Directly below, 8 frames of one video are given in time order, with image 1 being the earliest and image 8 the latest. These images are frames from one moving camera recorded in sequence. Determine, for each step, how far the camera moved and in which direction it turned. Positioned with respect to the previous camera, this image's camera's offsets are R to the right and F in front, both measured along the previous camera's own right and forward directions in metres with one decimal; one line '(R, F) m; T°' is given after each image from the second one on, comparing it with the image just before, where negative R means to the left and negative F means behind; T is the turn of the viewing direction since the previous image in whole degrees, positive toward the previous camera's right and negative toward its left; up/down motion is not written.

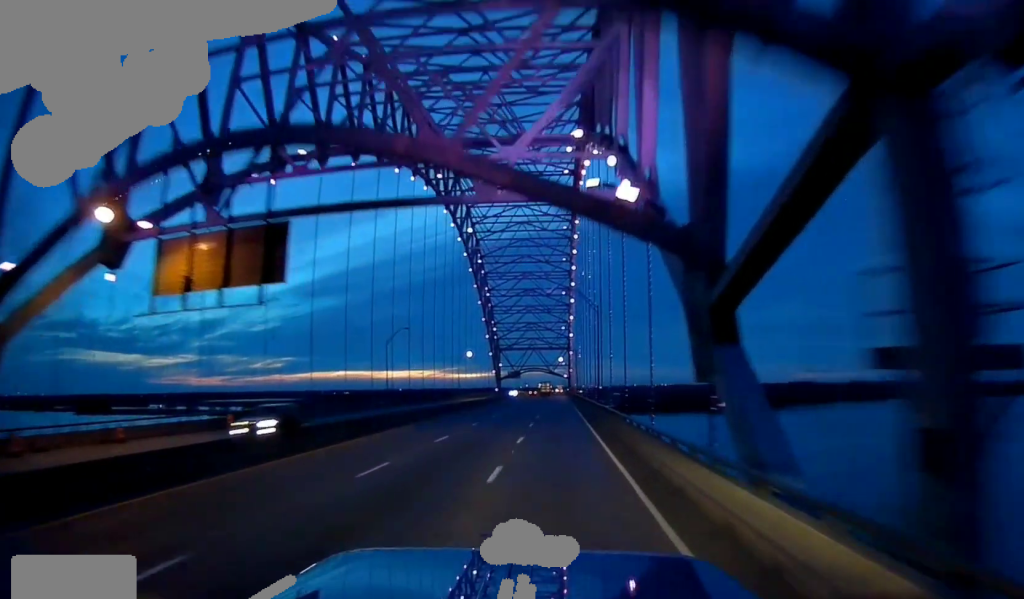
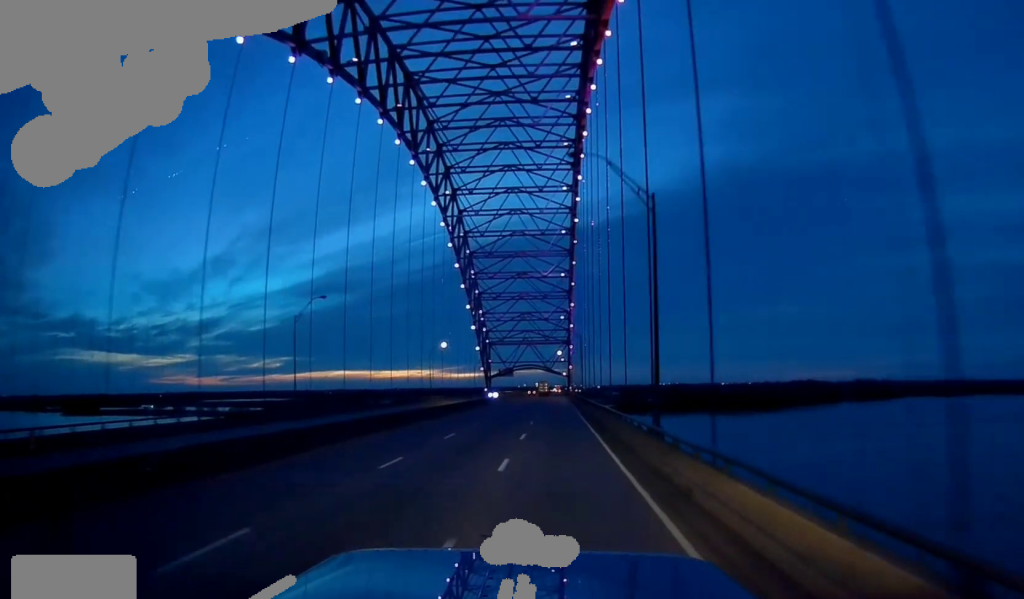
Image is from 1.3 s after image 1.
(-0.5, +34.2) m; -1°
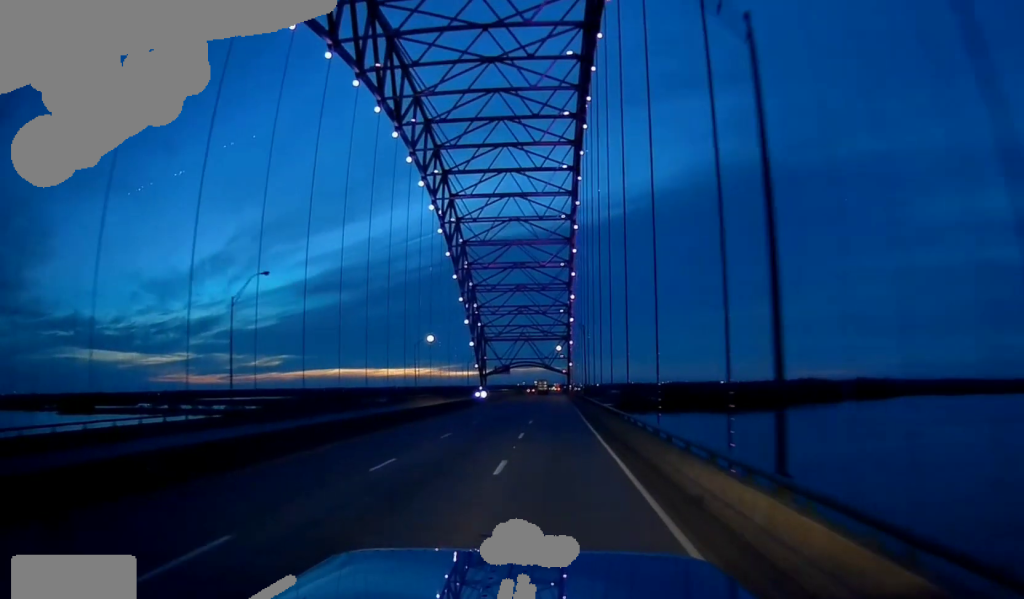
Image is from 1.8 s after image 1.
(0.0, +14.0) m; 0°
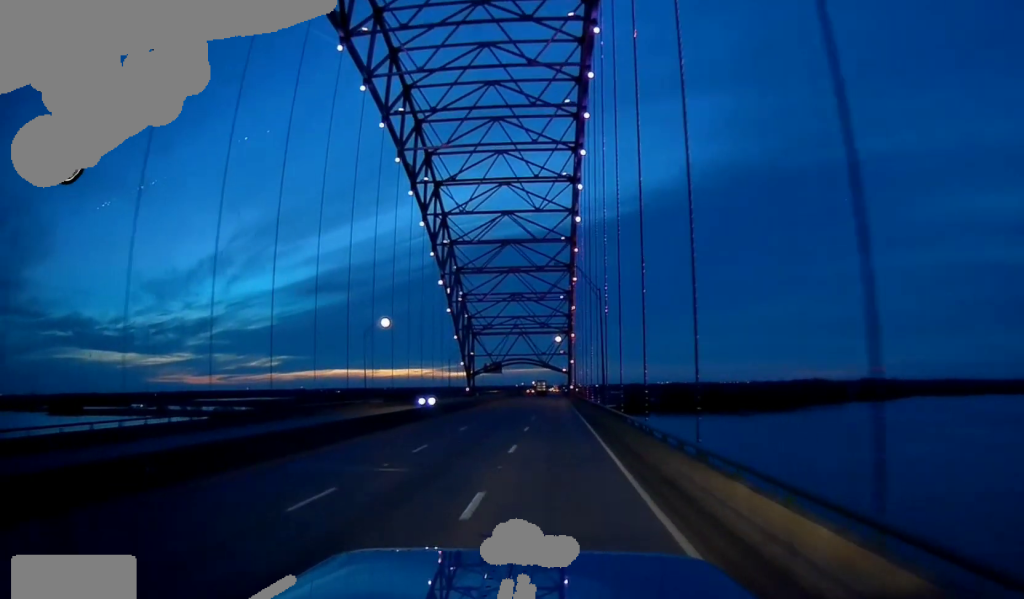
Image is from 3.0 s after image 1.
(+0.5, +30.7) m; +1°
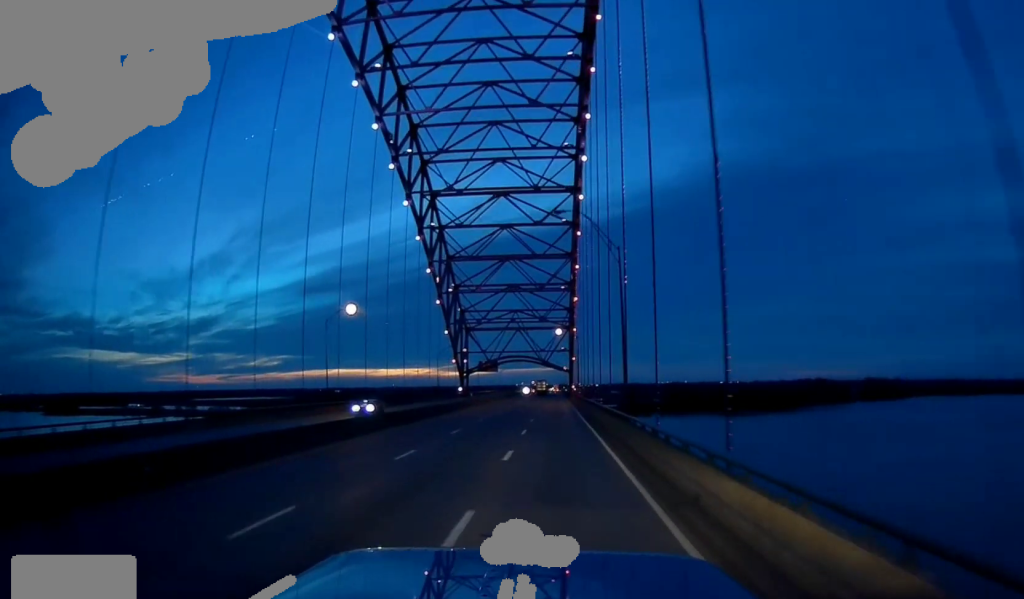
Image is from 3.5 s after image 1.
(0.0, +14.0) m; 0°
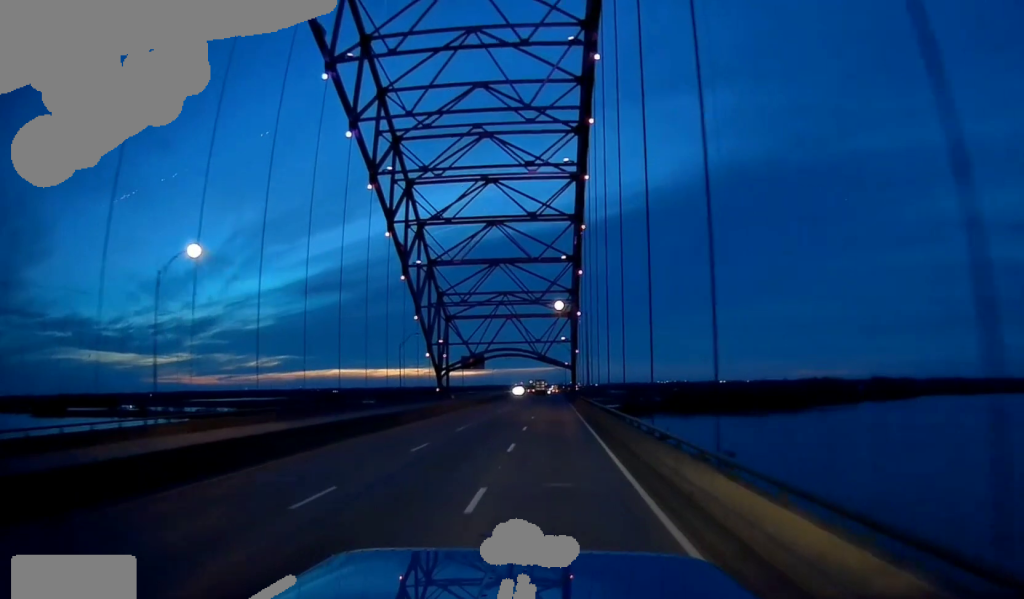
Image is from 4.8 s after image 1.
(0.0, +33.5) m; 0°
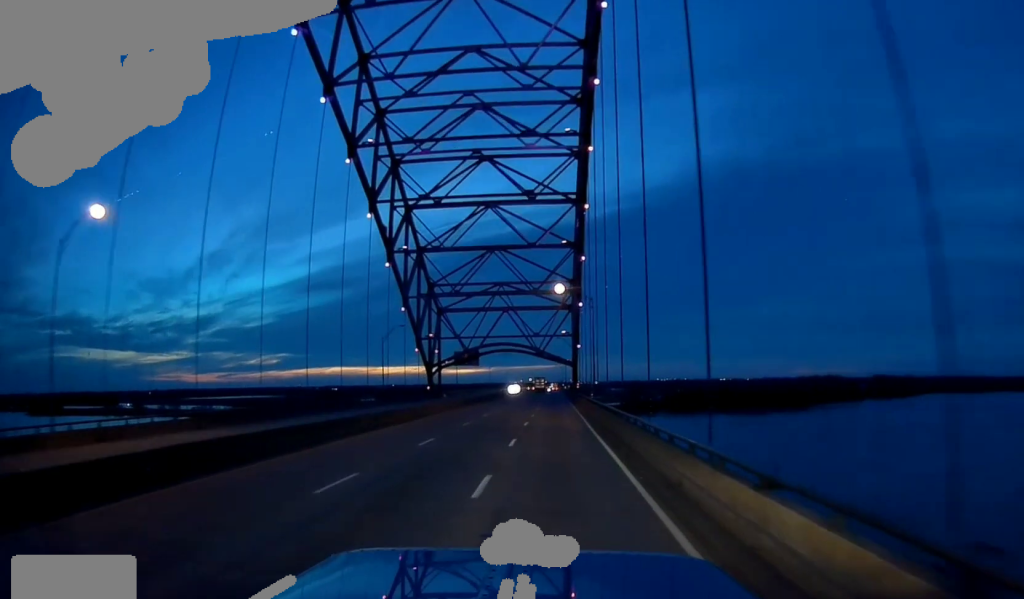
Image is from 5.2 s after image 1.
(0.0, +11.5) m; 0°
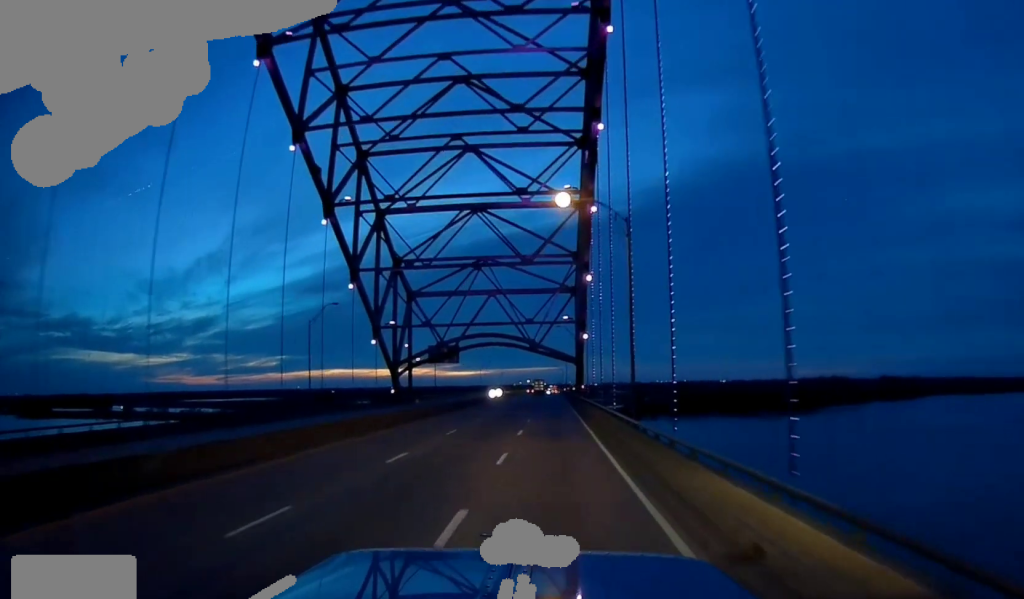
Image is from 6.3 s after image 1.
(0.0, +29.0) m; 0°
